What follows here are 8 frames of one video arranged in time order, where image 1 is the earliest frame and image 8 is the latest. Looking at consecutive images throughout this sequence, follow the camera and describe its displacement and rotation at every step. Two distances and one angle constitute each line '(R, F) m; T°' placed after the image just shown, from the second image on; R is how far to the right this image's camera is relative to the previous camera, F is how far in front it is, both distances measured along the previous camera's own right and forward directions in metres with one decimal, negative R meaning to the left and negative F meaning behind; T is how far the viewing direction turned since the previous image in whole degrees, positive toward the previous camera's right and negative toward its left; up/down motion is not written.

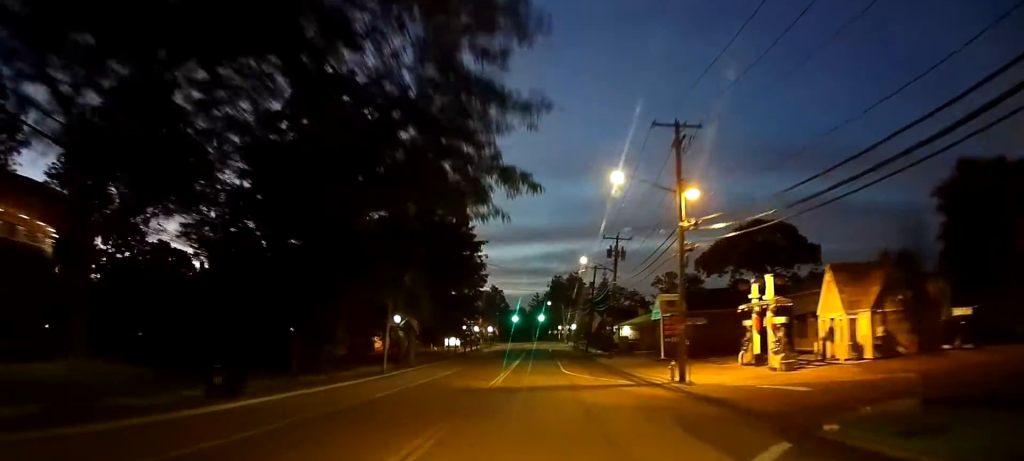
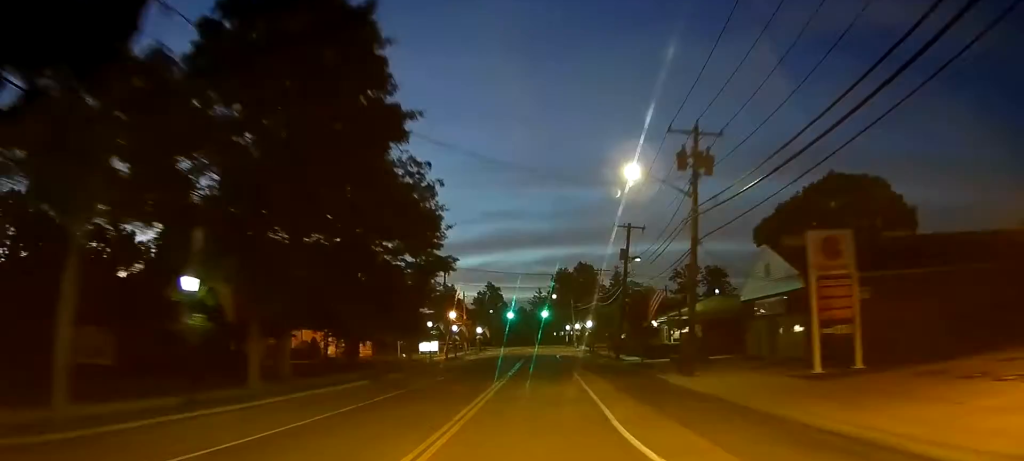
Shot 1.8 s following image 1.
(+0.7, +28.2) m; +4°
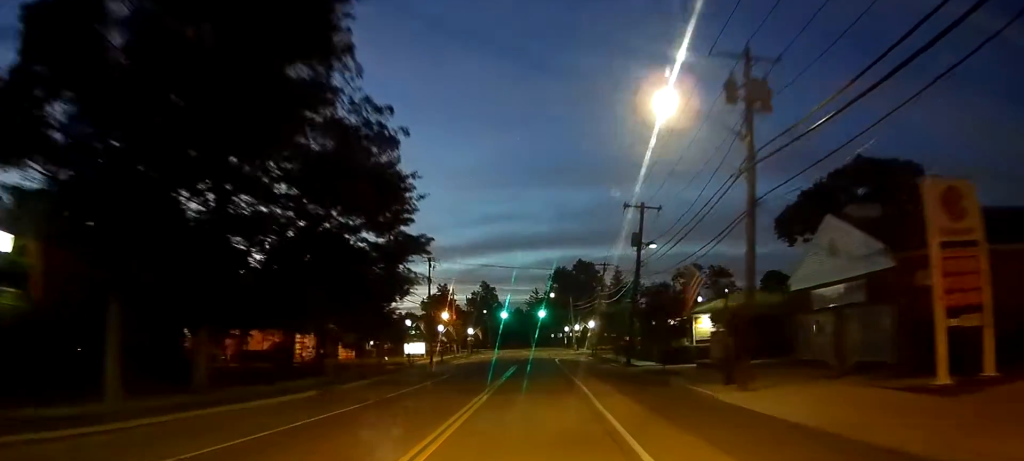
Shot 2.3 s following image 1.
(+0.1, +8.1) m; +1°
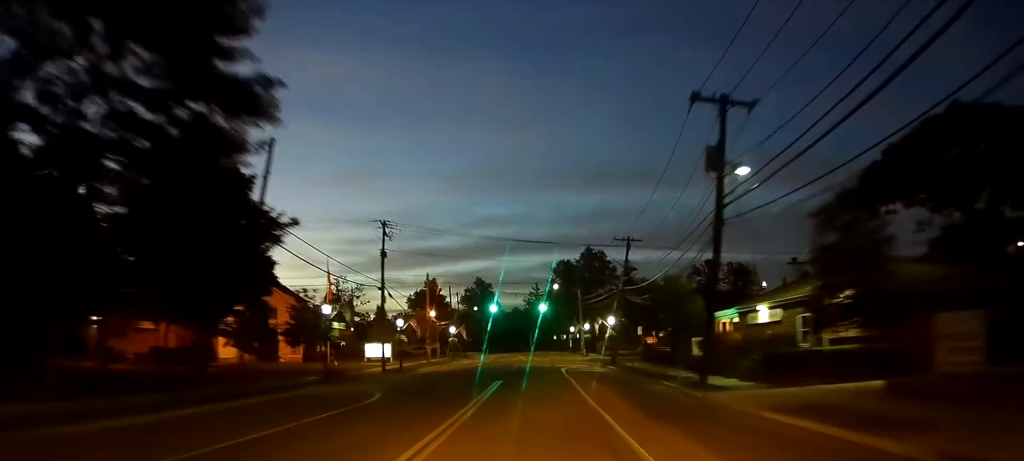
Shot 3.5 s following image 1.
(+0.2, +19.7) m; +1°
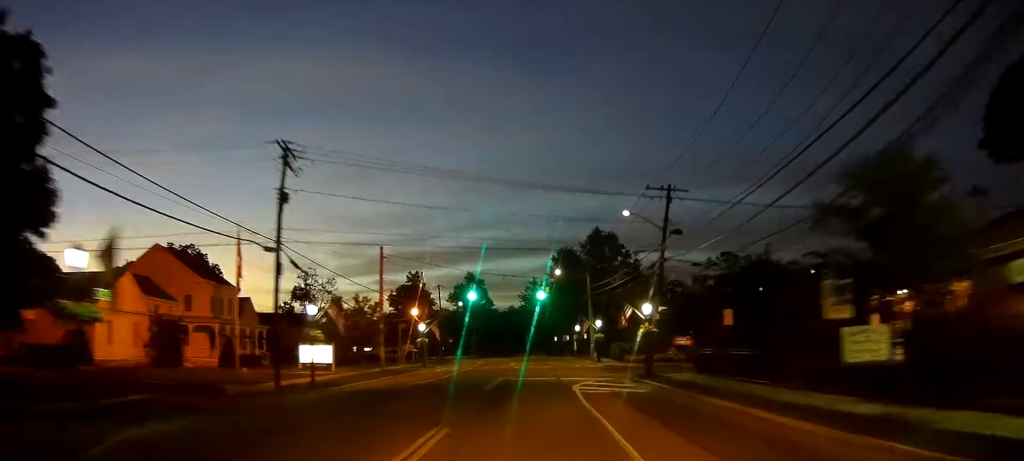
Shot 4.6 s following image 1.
(0.0, +18.7) m; 0°
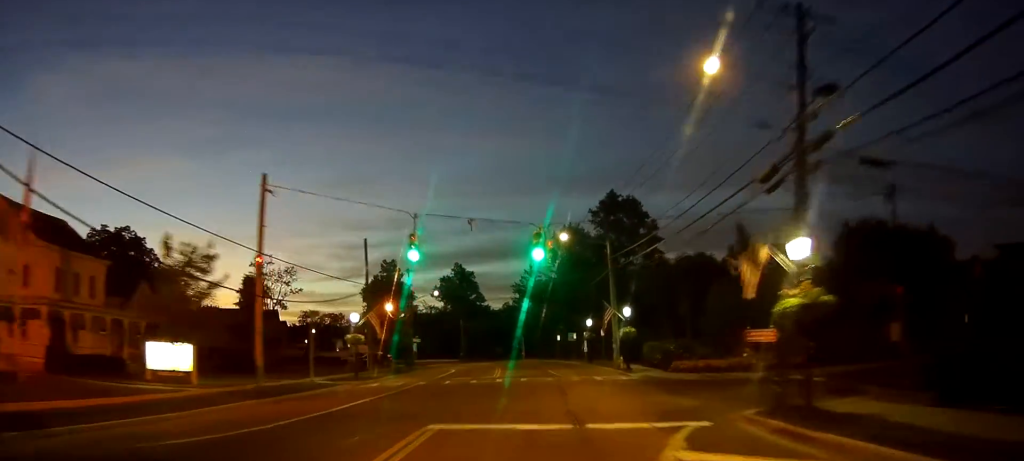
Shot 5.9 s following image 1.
(0.0, +21.0) m; 0°
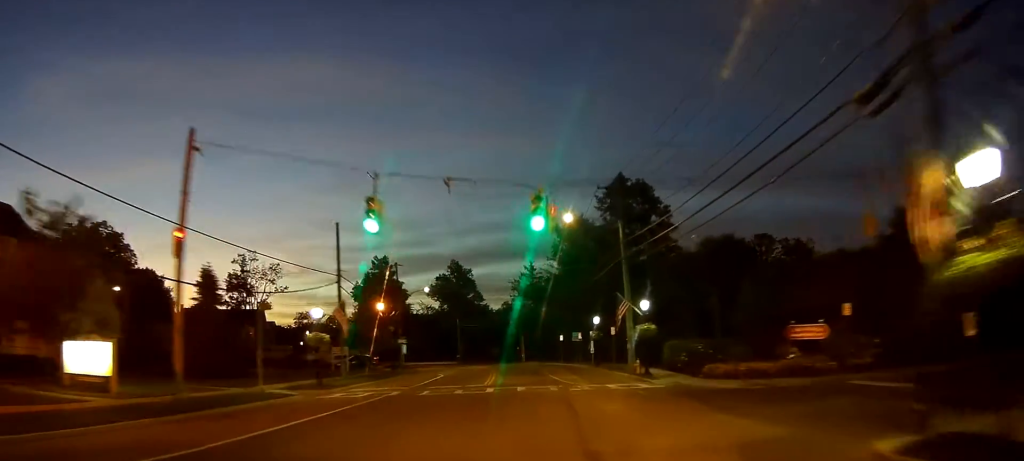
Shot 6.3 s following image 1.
(0.0, +6.6) m; 0°
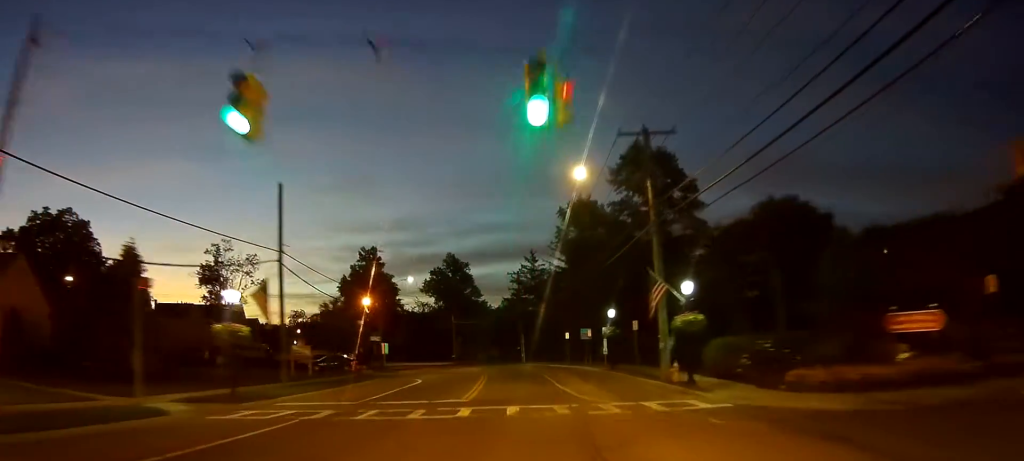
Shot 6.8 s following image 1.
(0.0, +9.5) m; -1°
